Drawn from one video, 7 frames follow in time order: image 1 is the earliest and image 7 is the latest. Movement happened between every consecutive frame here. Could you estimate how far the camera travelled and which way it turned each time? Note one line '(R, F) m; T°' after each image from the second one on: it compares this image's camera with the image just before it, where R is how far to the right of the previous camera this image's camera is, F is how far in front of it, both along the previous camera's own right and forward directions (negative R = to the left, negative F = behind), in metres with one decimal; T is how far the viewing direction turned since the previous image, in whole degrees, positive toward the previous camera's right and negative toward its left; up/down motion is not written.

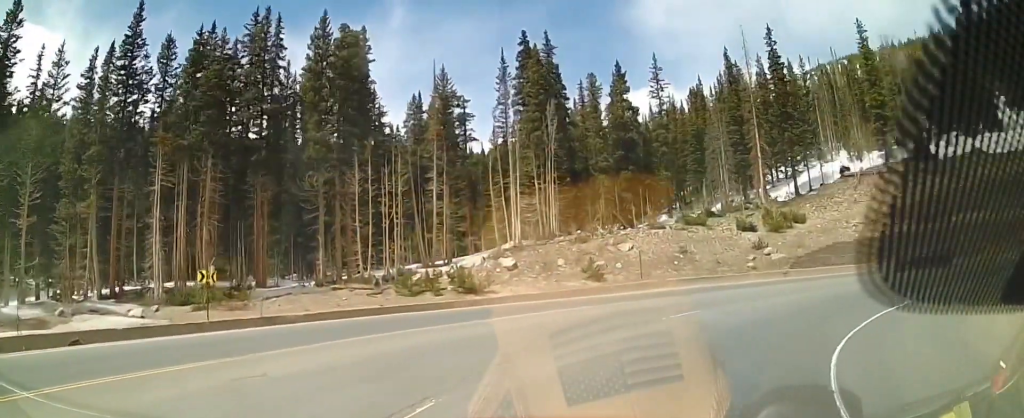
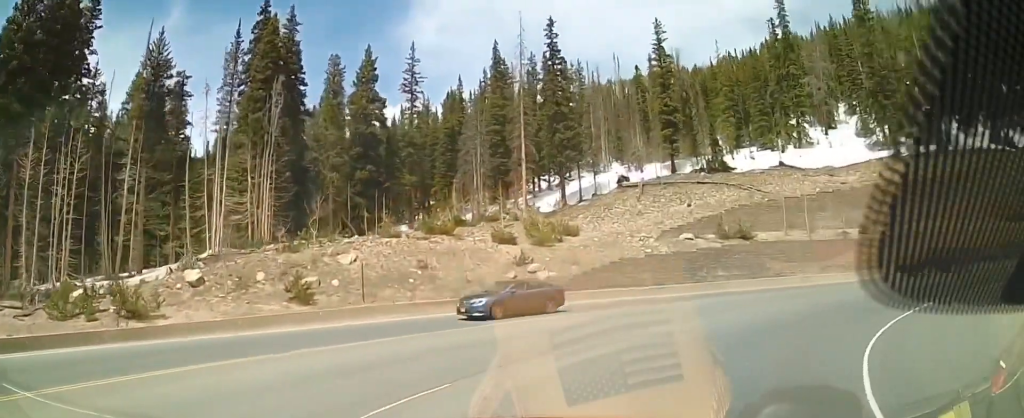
(+1.8, +10.3) m; +24°
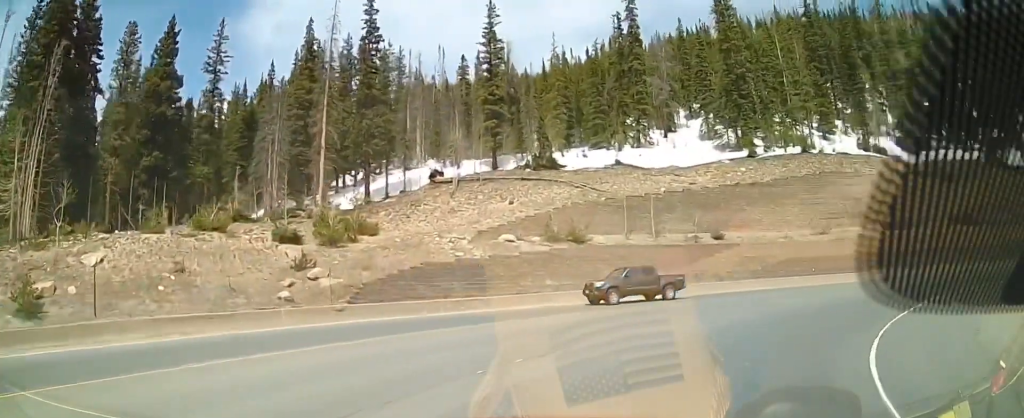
(+1.4, +7.8) m; +20°
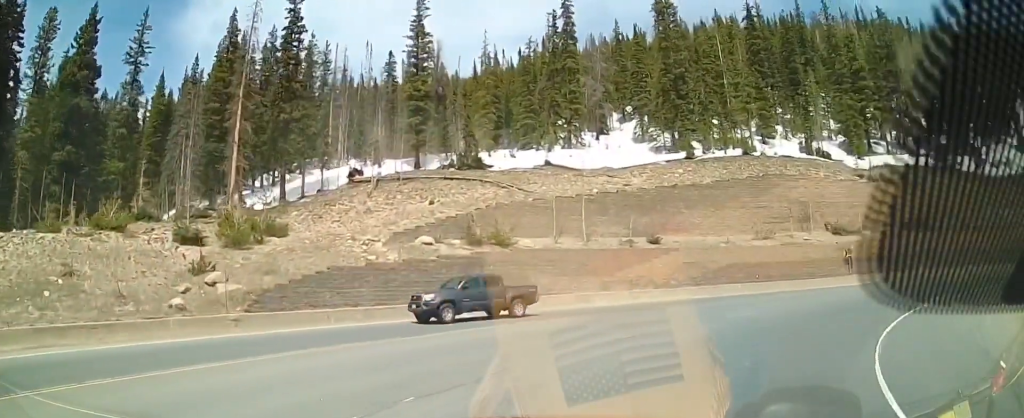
(-0.5, +3.2) m; +9°
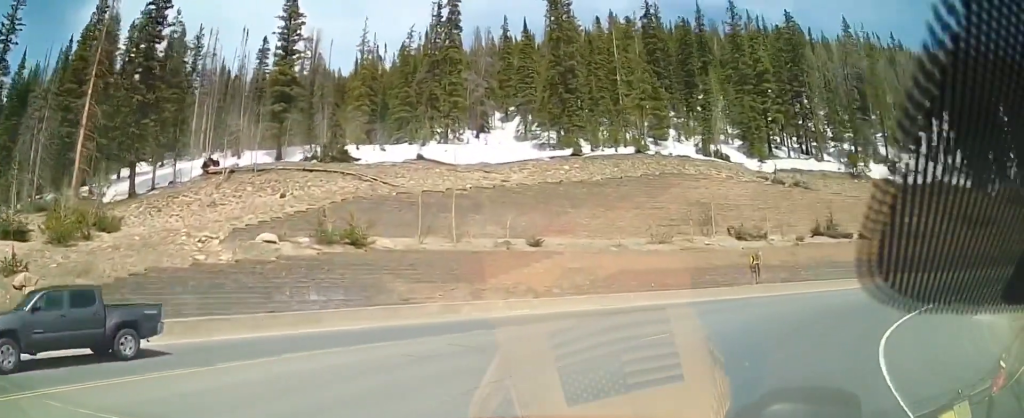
(+1.5, +5.1) m; +11°
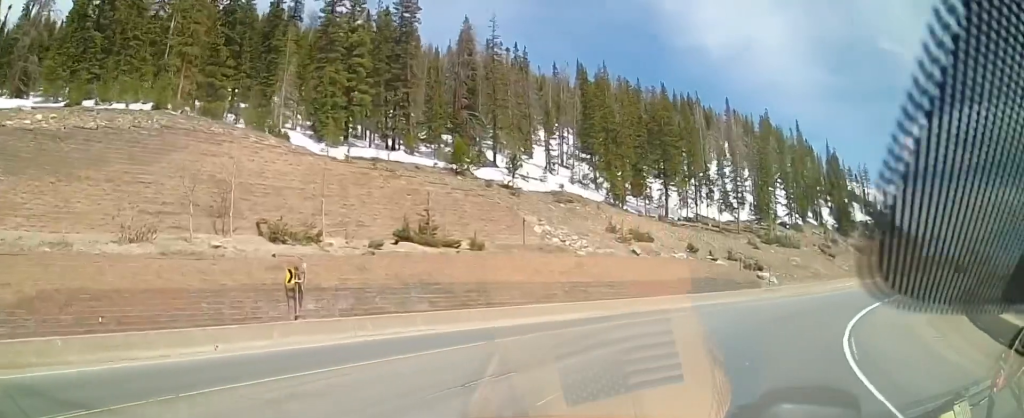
(+4.4, +17.7) m; +34°
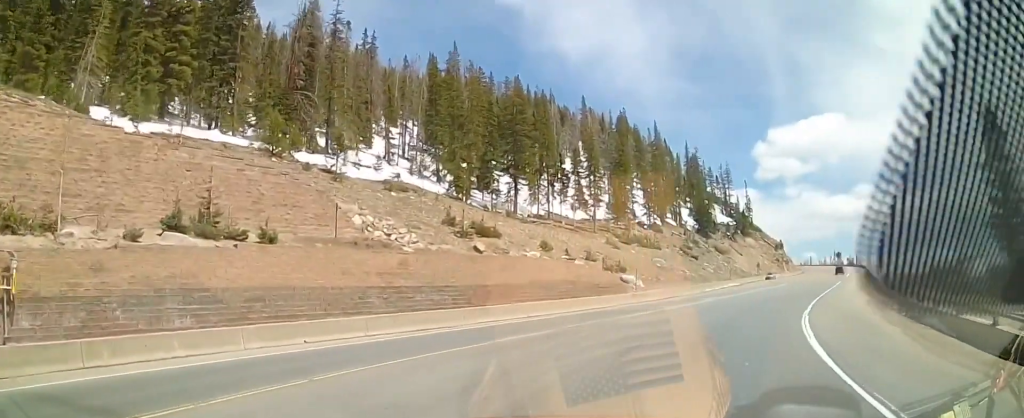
(+1.3, +8.0) m; +24°
